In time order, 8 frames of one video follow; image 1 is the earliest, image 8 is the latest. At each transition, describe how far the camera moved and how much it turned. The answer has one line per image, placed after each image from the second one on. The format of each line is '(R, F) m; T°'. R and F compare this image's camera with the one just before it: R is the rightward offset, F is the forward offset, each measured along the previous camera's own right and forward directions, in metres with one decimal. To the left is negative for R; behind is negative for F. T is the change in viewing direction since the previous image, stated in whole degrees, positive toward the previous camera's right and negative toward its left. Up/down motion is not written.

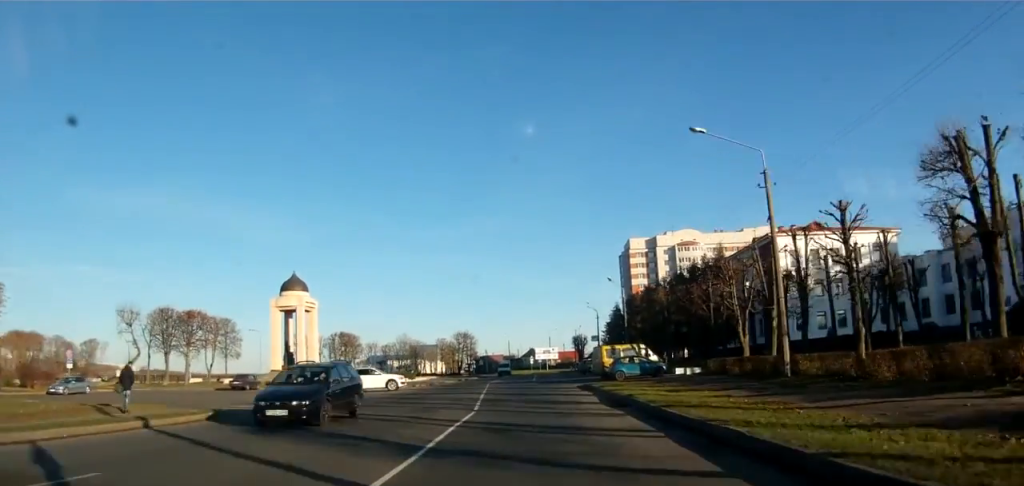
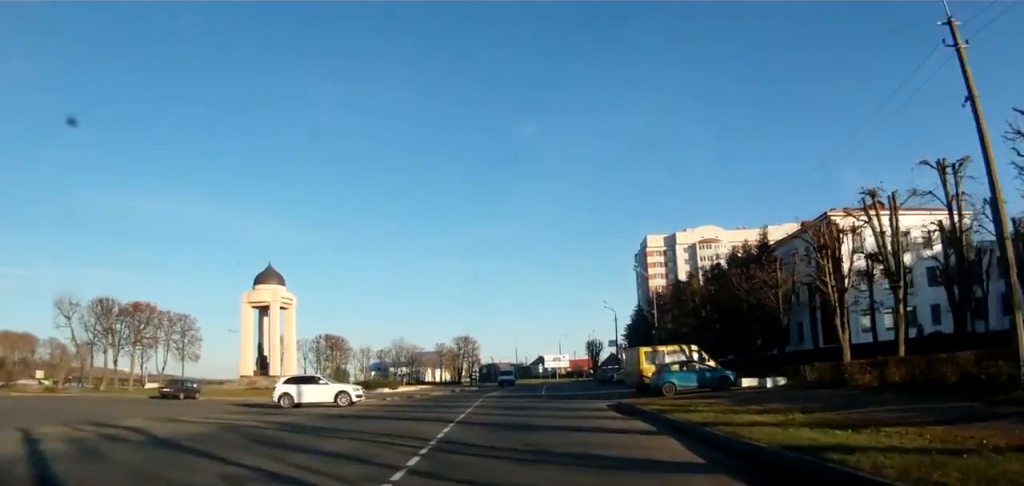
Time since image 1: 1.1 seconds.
(-0.2, +12.1) m; -2°
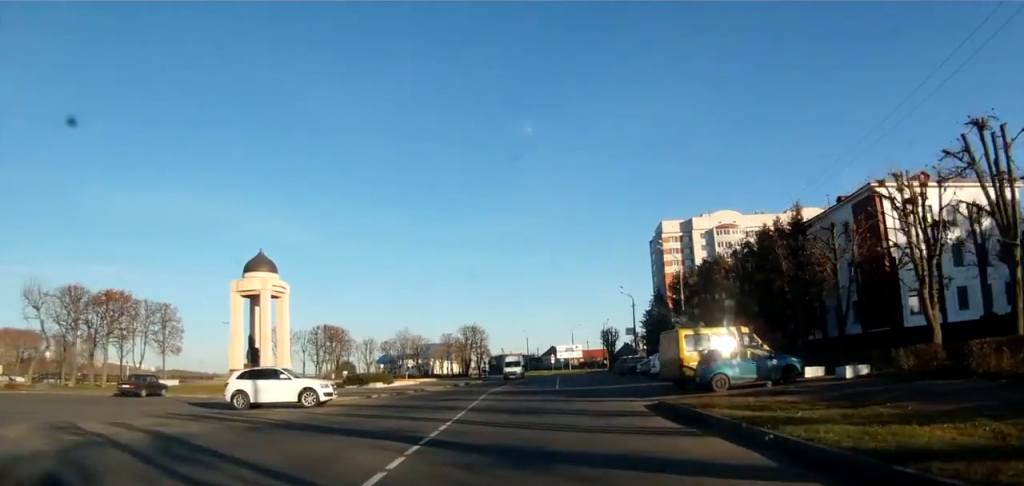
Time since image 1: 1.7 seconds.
(-0.3, +6.1) m; 0°
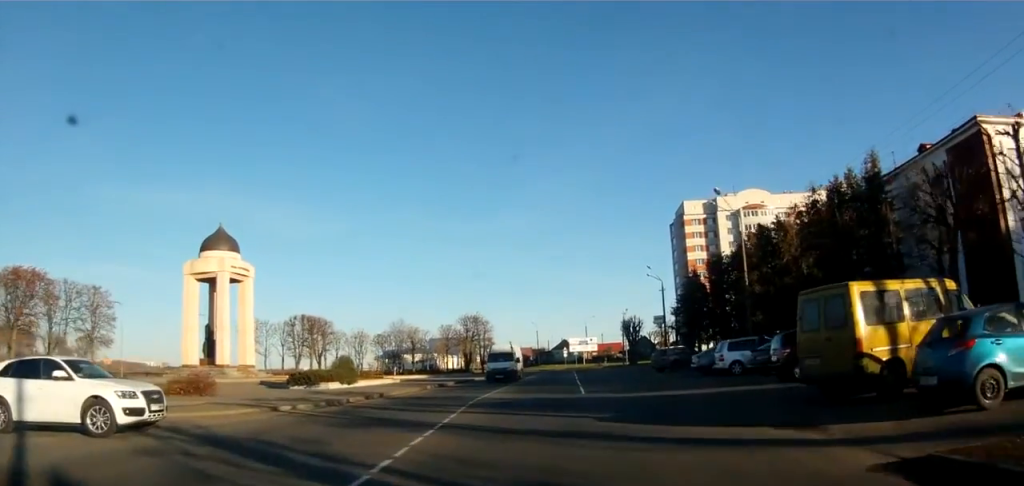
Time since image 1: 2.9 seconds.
(+0.5, +13.0) m; +3°
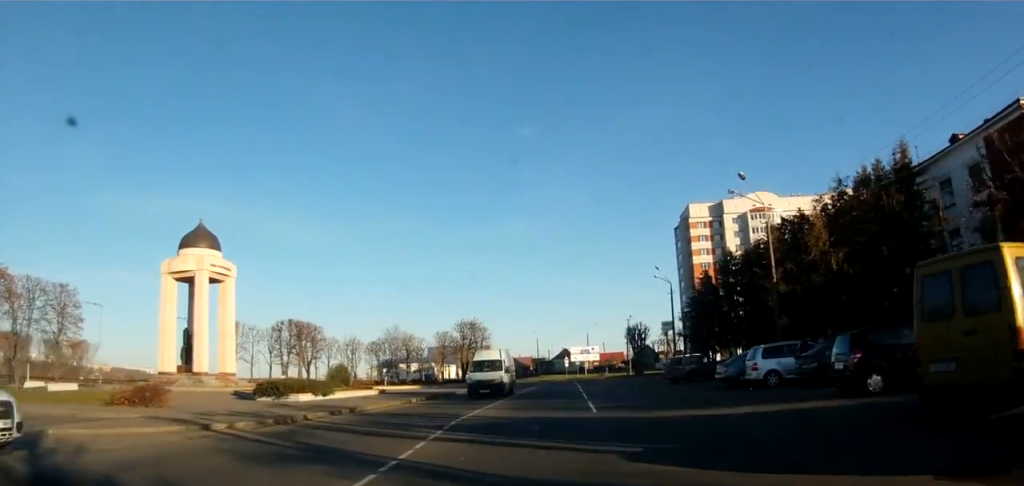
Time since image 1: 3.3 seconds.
(0.0, +4.3) m; 0°
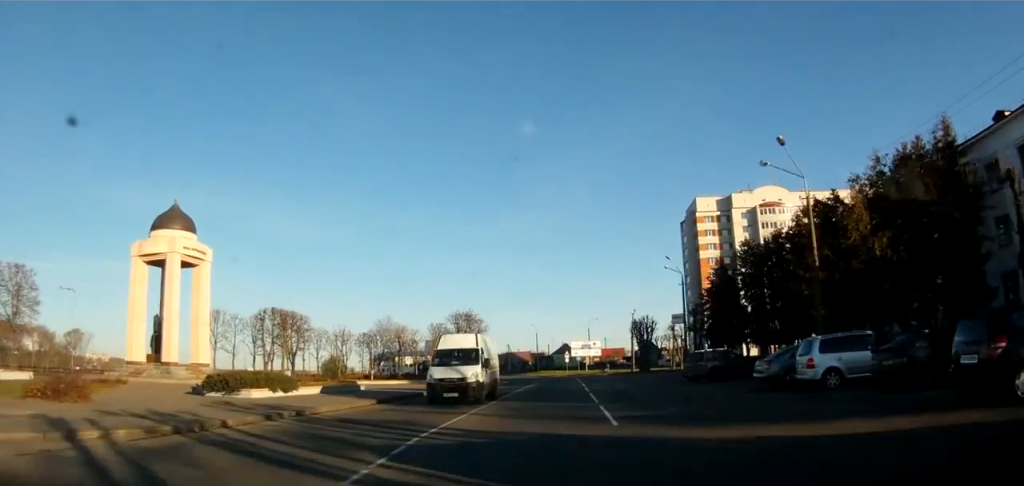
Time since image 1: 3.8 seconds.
(0.0, +5.2) m; 0°
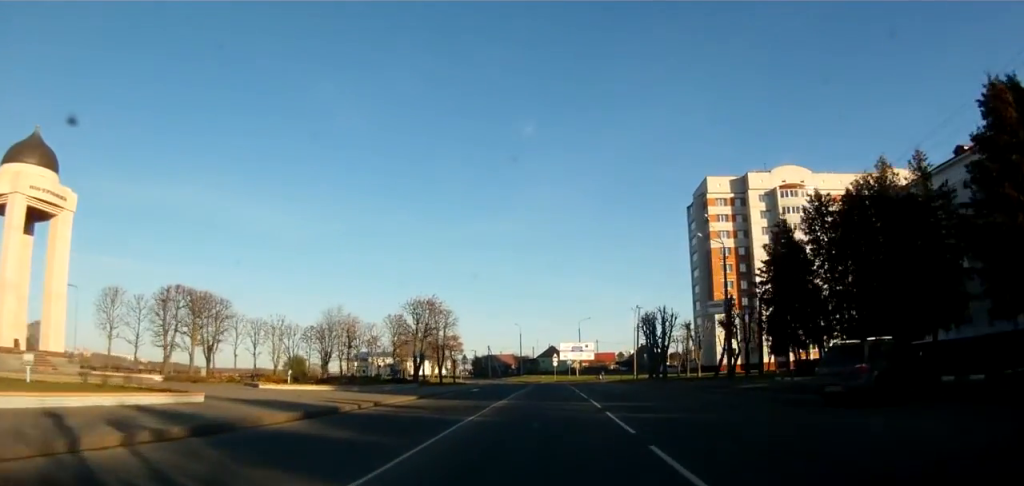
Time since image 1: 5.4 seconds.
(0.0, +17.6) m; 0°
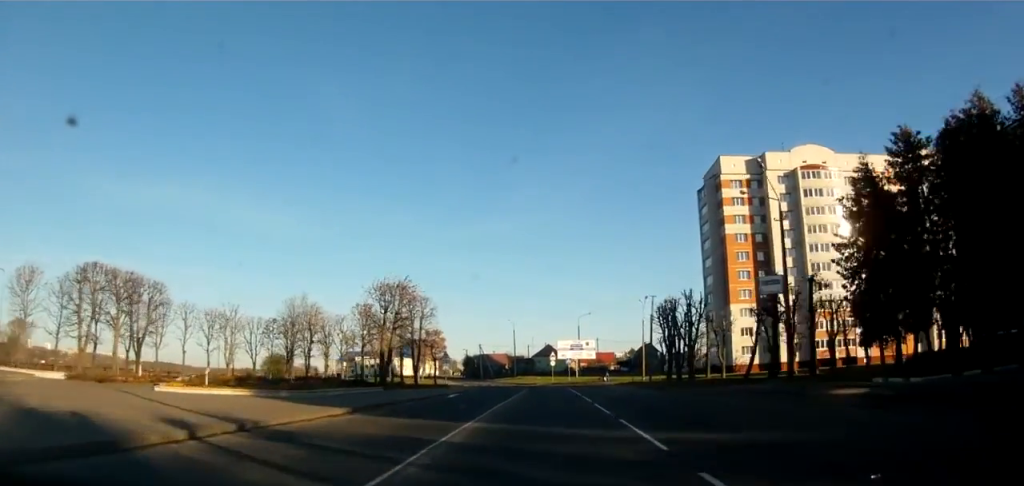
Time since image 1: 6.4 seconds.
(0.0, +11.0) m; 0°
